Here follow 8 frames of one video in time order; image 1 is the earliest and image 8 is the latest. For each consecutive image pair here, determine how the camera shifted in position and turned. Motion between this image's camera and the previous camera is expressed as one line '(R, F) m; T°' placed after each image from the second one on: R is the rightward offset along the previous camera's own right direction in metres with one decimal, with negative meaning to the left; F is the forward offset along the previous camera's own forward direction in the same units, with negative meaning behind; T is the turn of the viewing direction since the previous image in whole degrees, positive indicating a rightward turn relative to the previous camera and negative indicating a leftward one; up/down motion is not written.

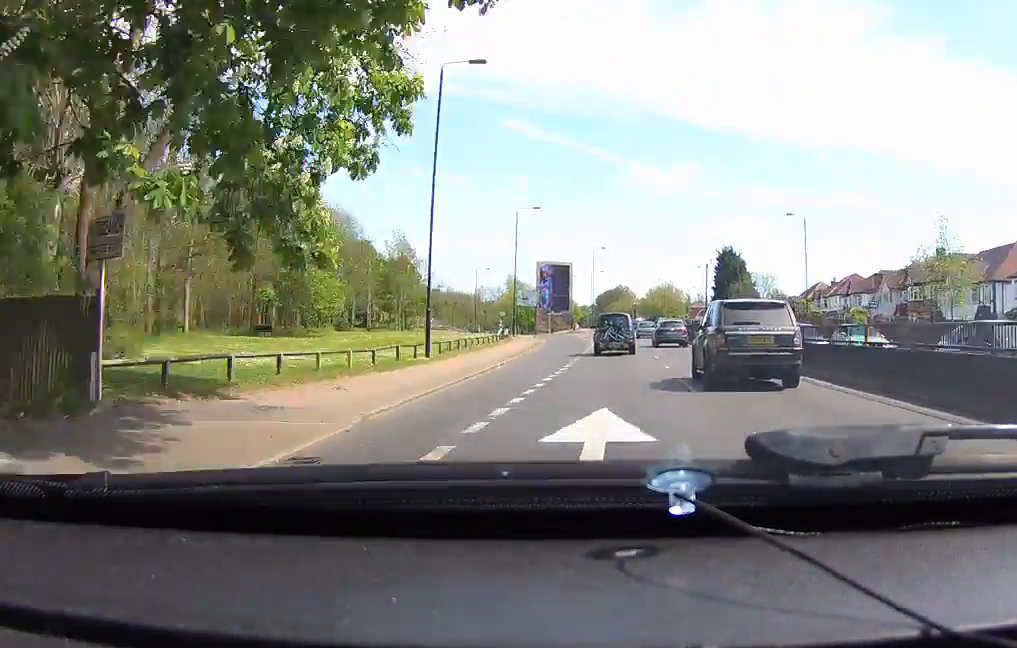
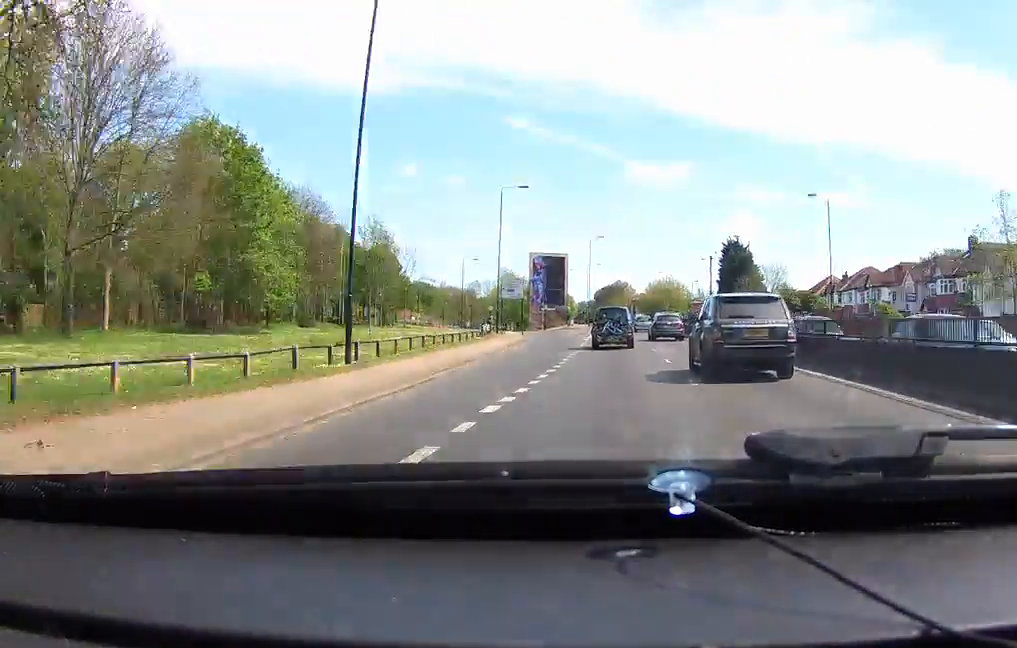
(0.0, +8.2) m; 0°
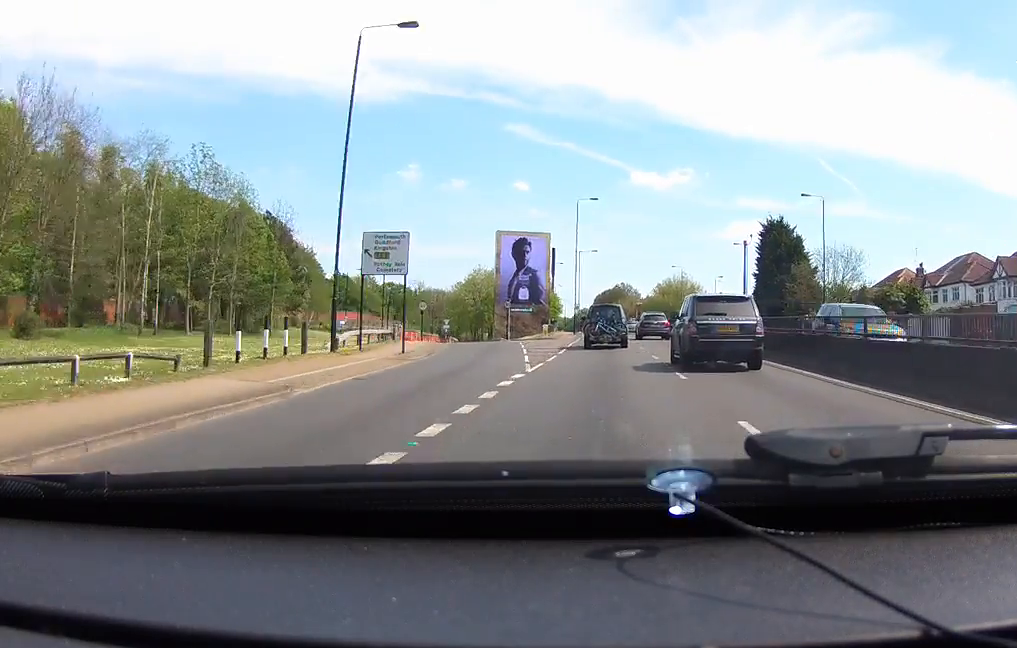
(-0.3, +33.4) m; -1°
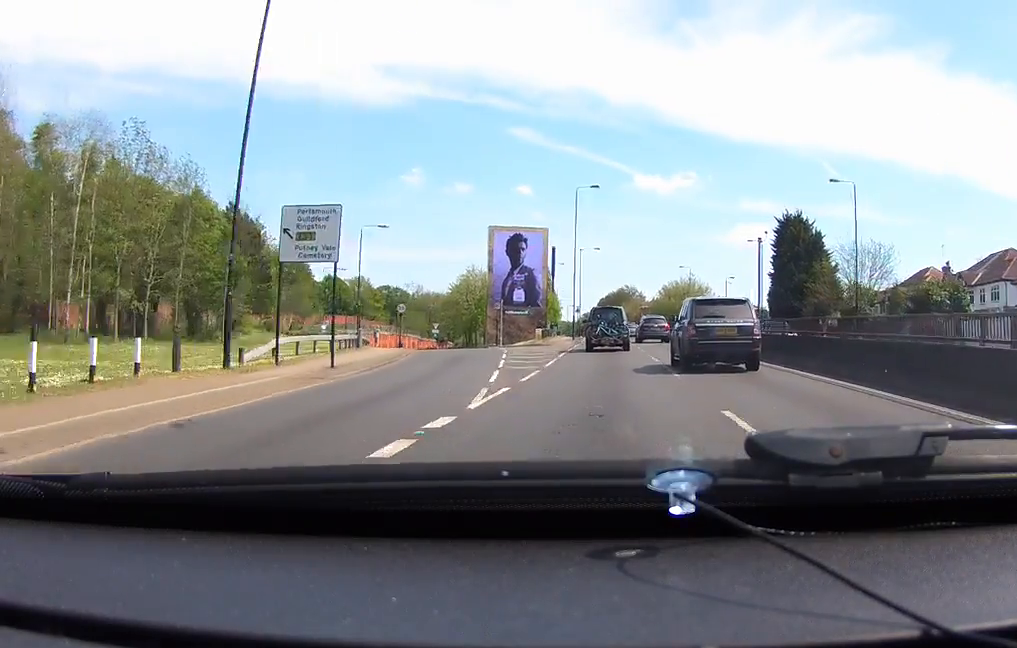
(-0.1, +7.4) m; 0°
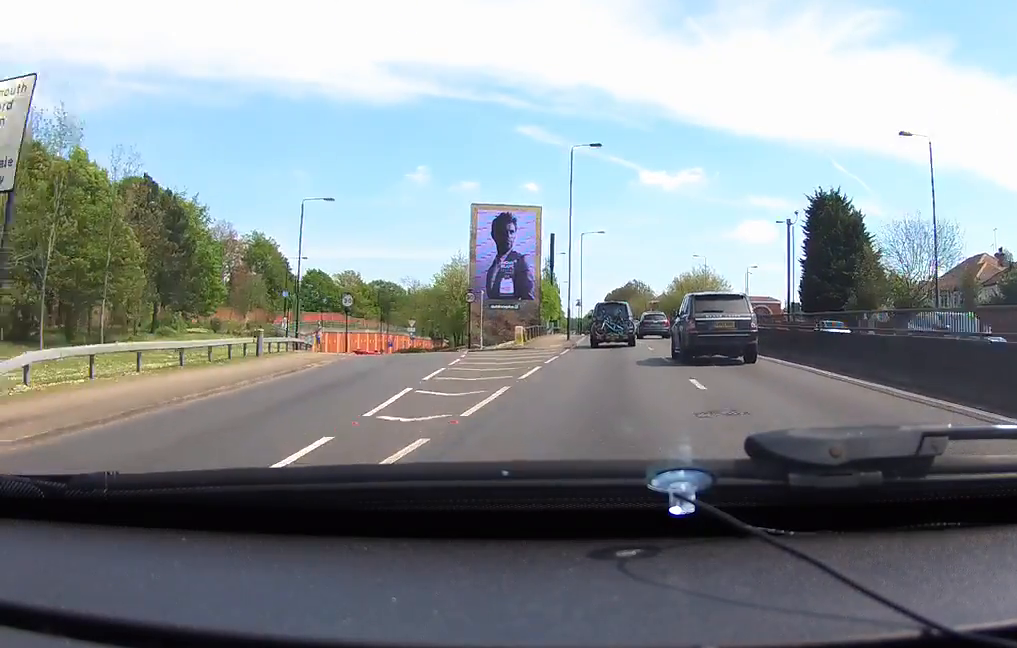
(0.0, +12.6) m; 0°
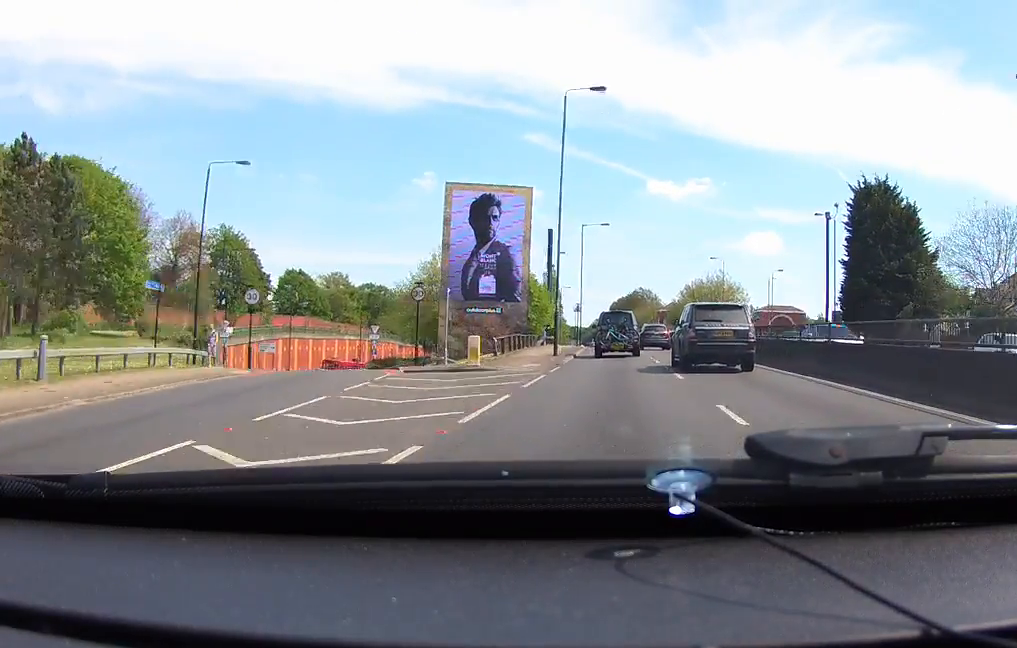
(+0.1, +12.6) m; 0°
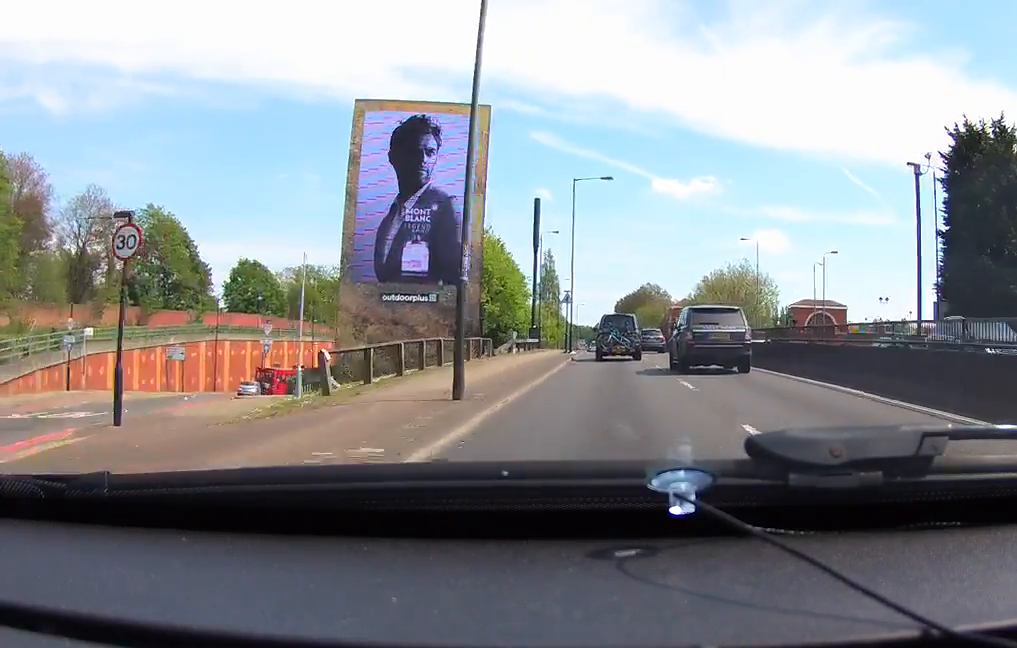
(-0.2, +20.0) m; -1°
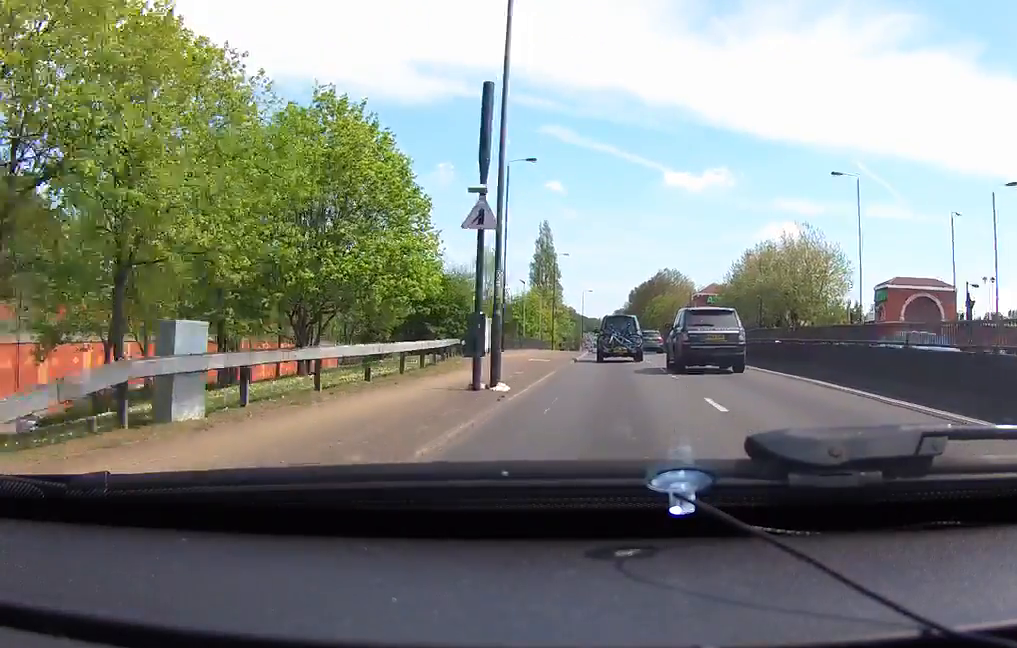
(-0.4, +30.3) m; -1°
